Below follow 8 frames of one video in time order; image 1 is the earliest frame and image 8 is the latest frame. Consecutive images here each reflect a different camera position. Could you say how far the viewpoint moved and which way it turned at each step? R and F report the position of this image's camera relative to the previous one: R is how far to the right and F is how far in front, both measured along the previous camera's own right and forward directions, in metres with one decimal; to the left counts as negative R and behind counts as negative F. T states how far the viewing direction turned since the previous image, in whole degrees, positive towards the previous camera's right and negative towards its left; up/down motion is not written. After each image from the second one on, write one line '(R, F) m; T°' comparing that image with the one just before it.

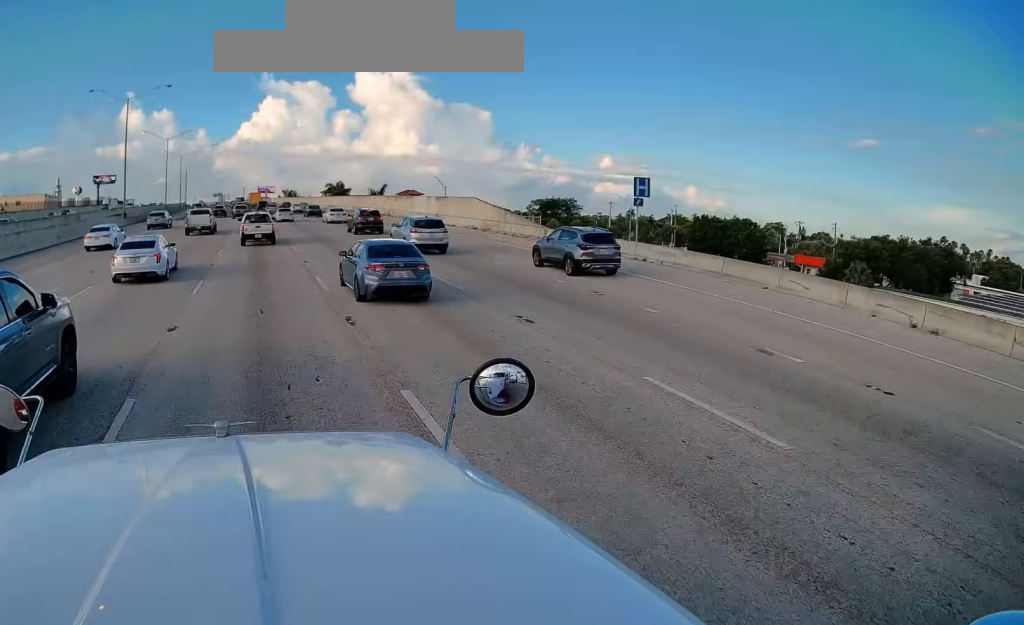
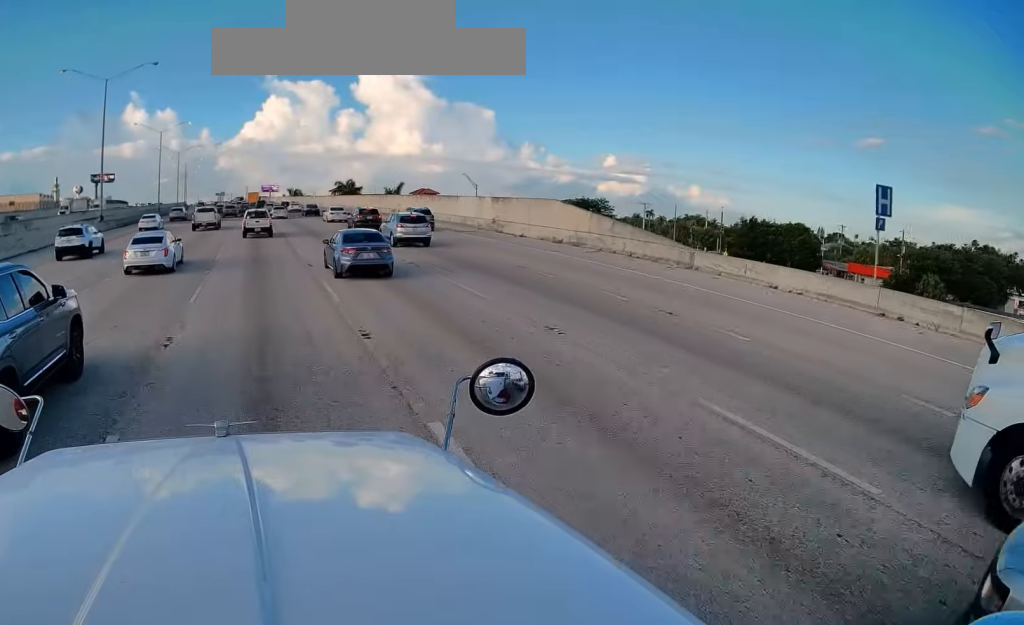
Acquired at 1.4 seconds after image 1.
(-0.3, +15.1) m; -2°
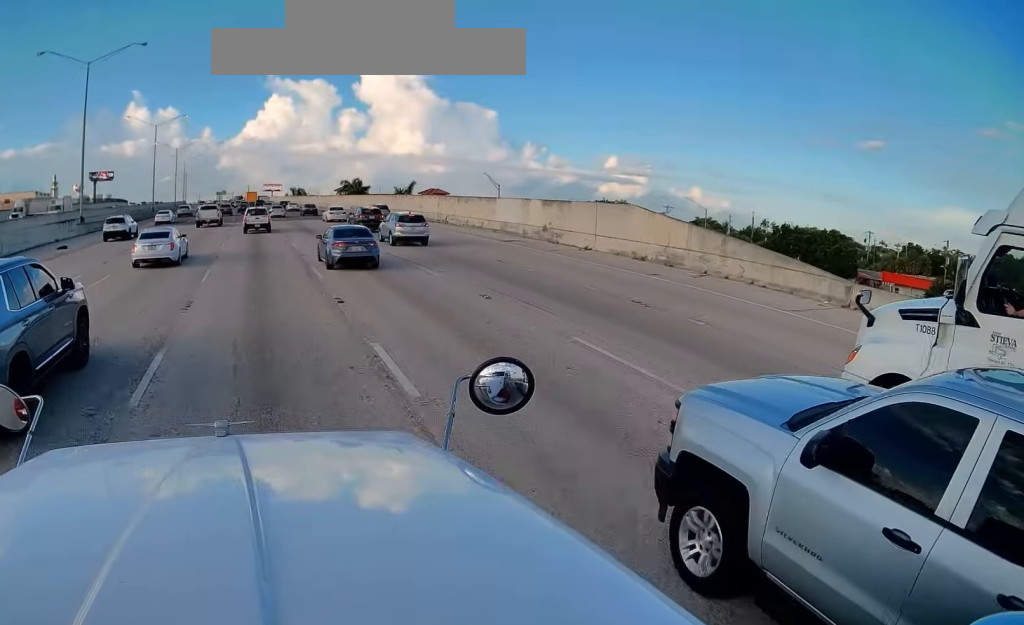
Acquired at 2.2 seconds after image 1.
(0.0, +8.5) m; 0°
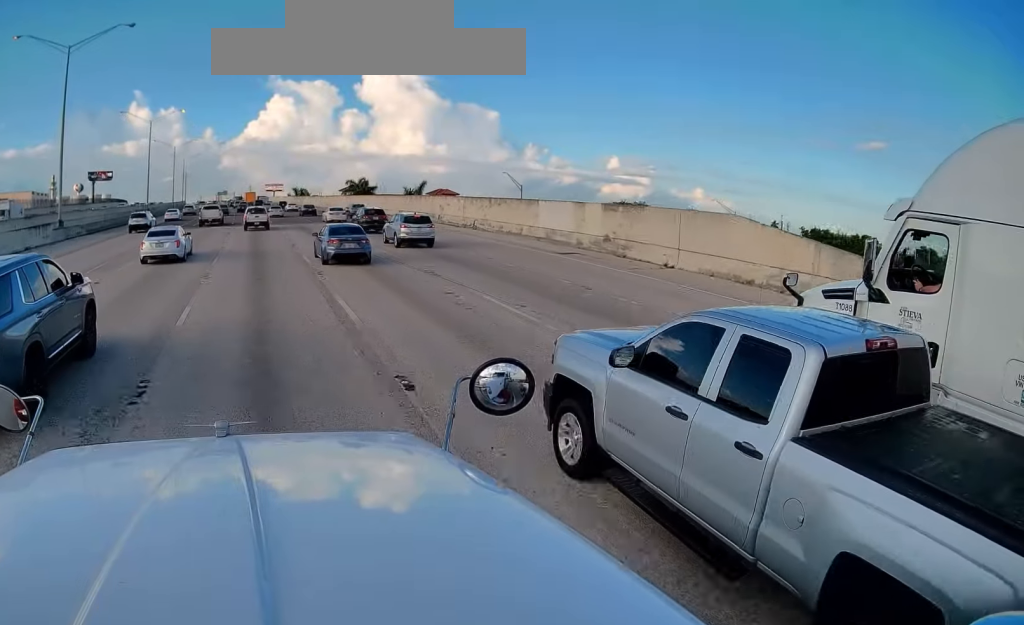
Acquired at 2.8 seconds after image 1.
(0.0, +7.3) m; 0°
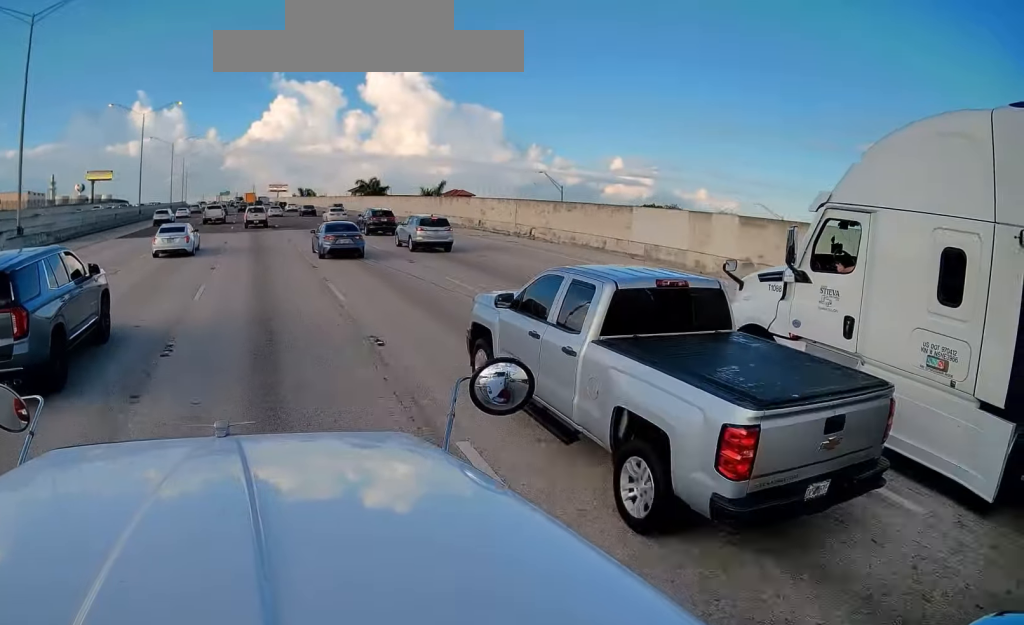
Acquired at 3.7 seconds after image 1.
(0.0, +11.1) m; +1°
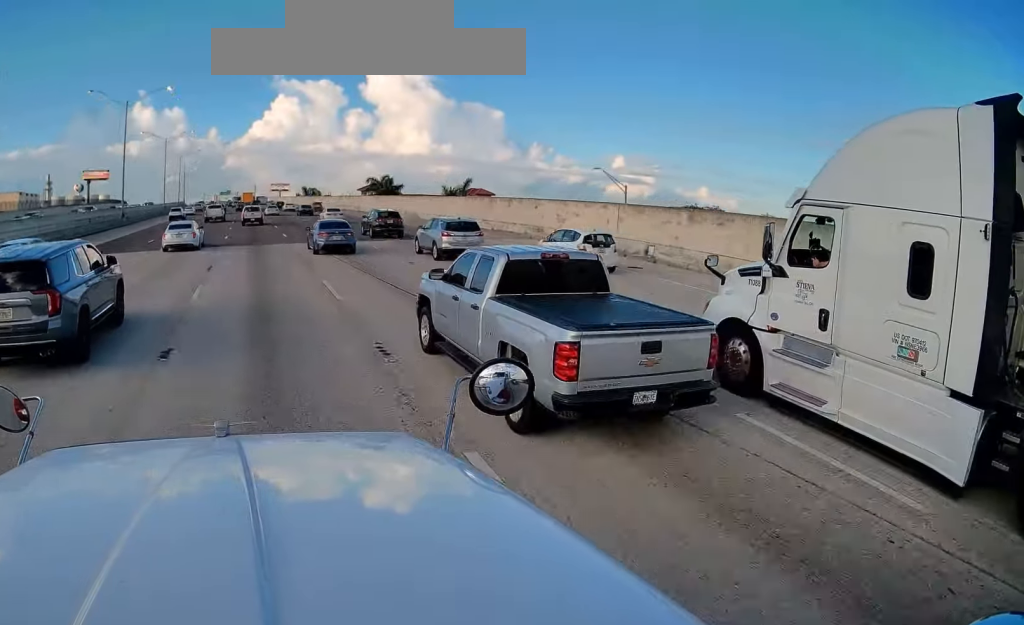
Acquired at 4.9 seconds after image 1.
(+0.3, +13.7) m; +2°
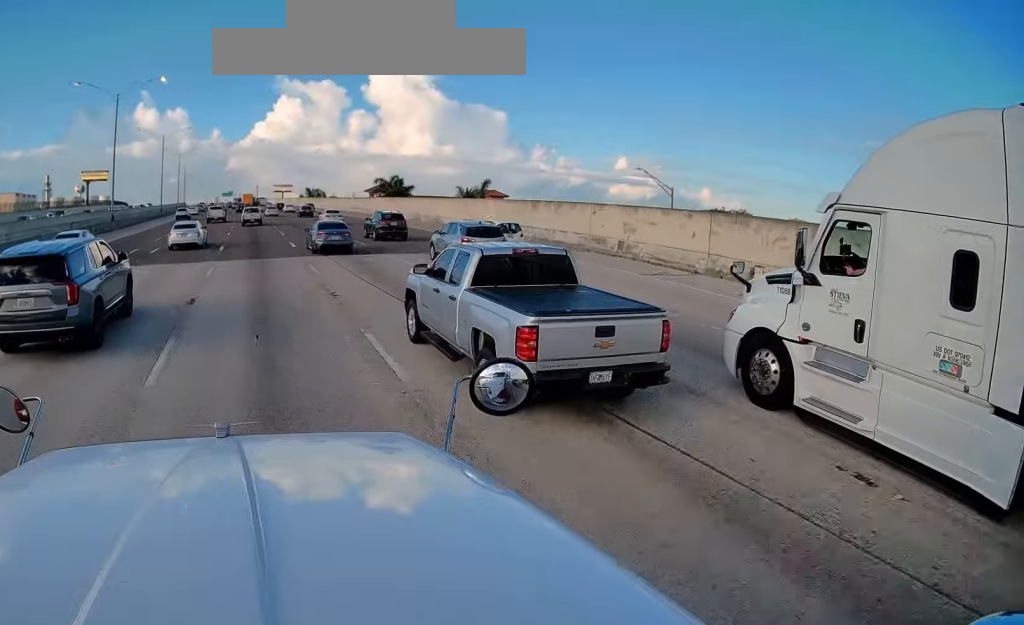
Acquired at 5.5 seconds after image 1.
(+0.1, +7.4) m; -1°
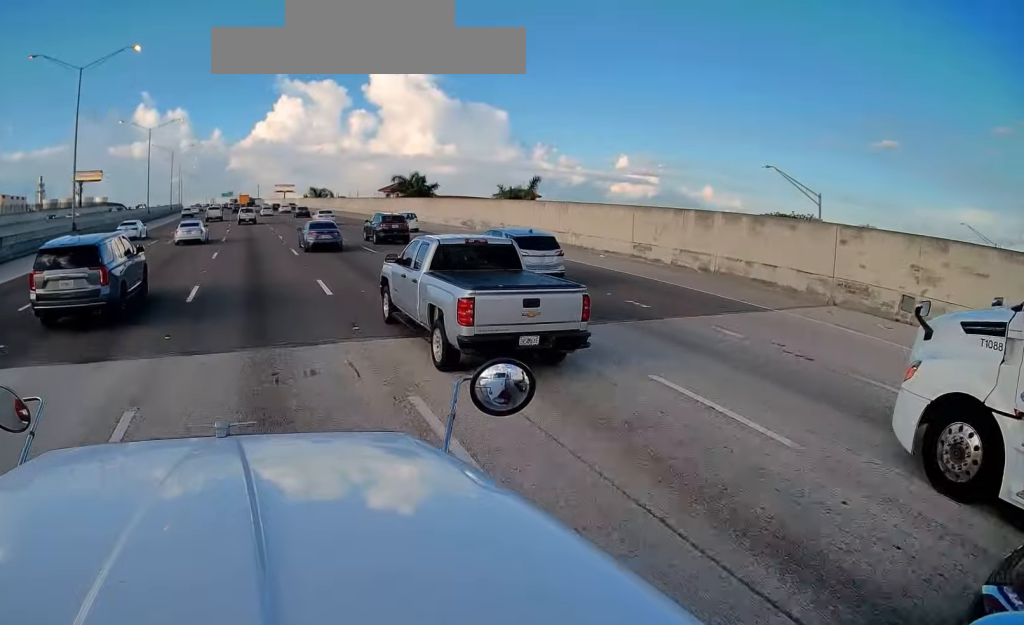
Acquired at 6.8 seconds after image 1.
(-0.5, +16.7) m; -3°
